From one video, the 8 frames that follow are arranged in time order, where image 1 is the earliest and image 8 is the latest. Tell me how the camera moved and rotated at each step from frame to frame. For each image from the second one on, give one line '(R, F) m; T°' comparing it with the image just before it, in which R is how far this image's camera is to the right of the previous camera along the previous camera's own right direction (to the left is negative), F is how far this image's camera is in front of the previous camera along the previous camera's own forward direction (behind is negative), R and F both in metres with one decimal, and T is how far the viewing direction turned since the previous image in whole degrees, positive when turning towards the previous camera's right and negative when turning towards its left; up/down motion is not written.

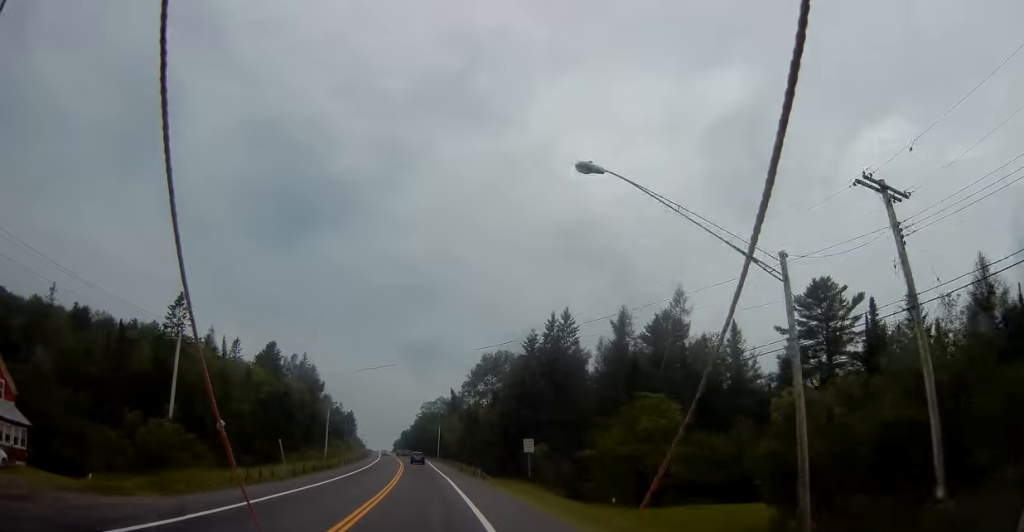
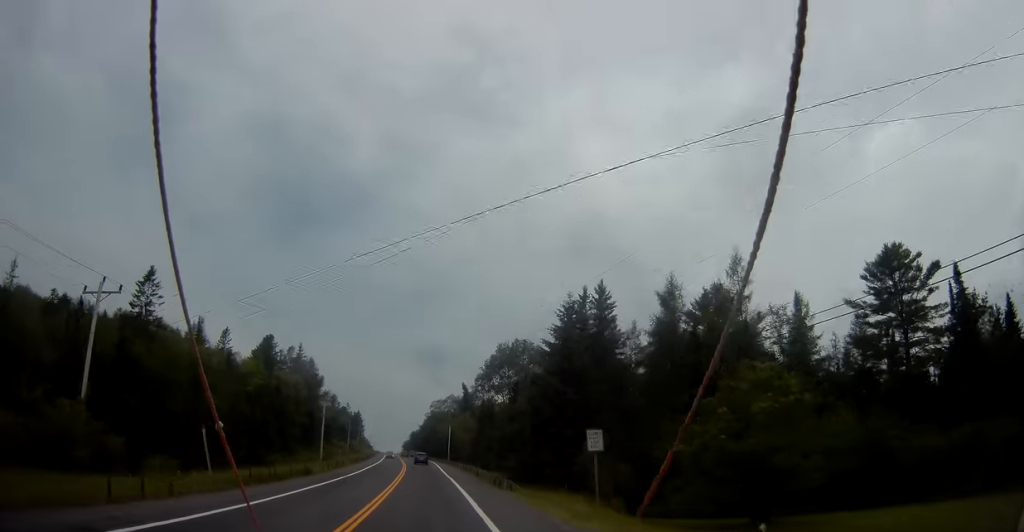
(-0.1, +13.1) m; -1°
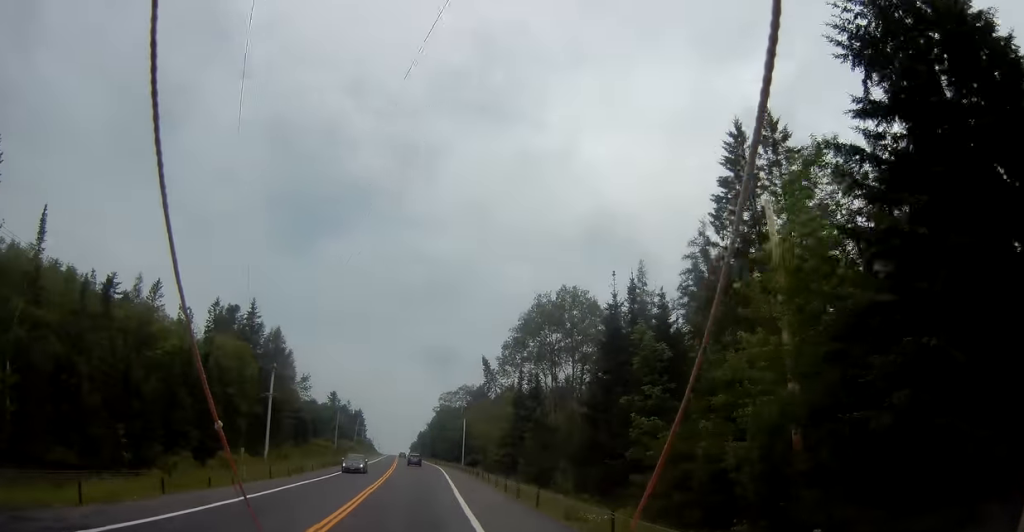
(-0.4, +36.6) m; -2°
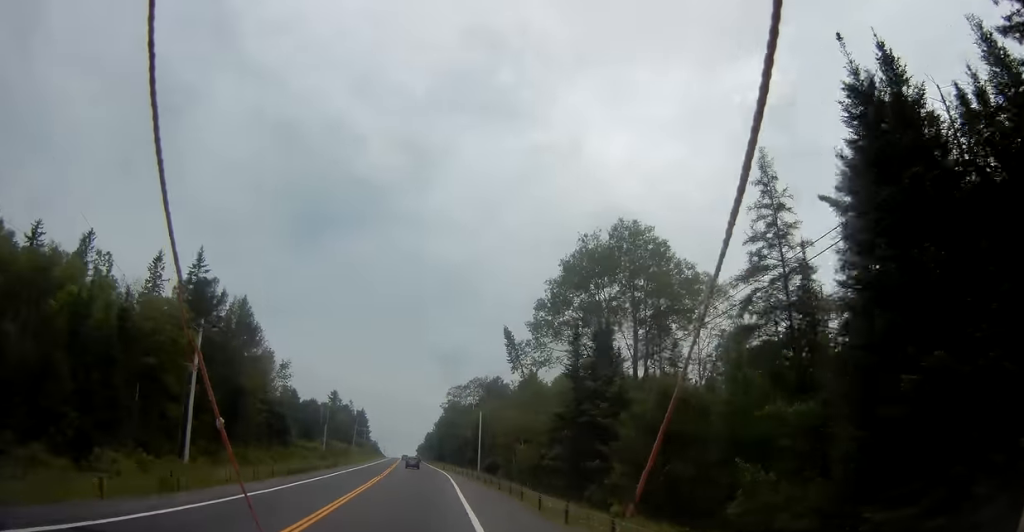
(-0.3, +22.6) m; -1°
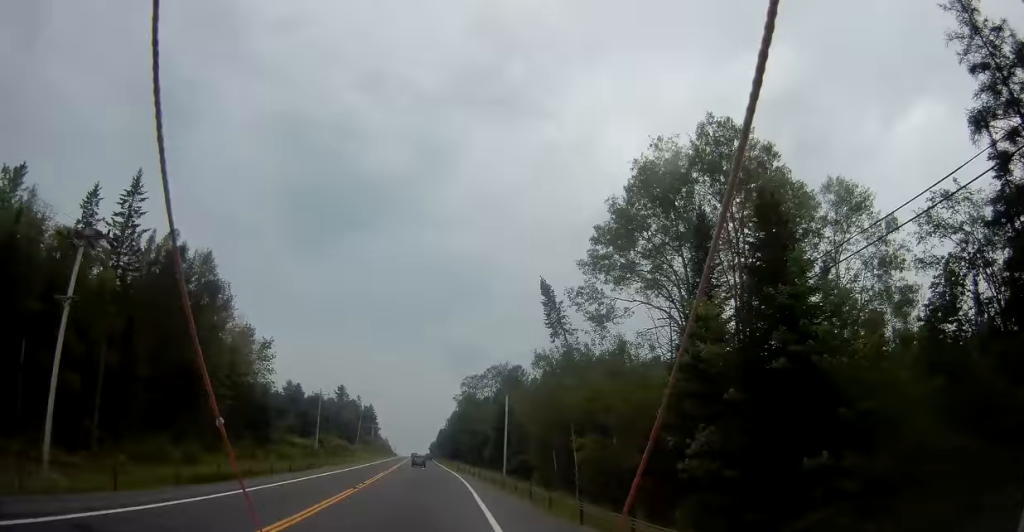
(-0.3, +18.3) m; -1°
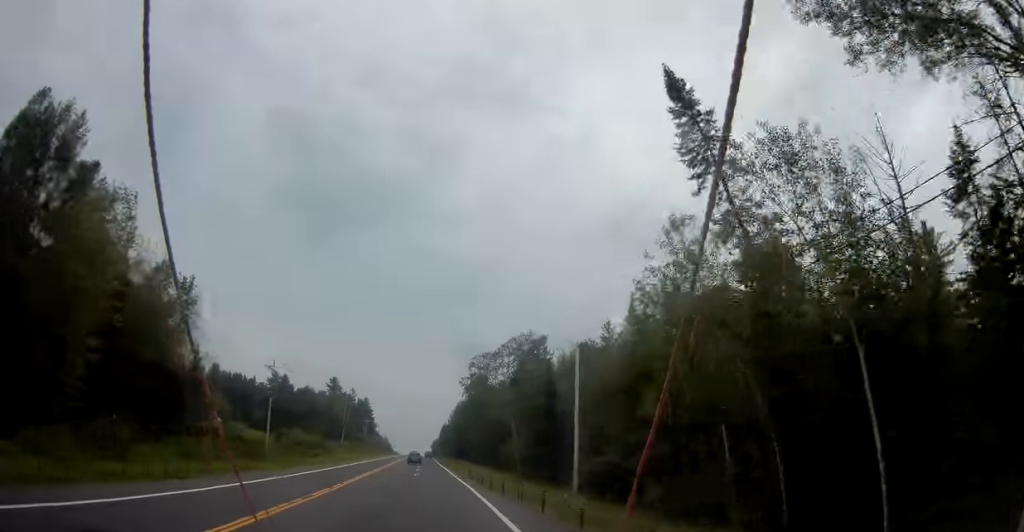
(0.0, +30.5) m; 0°
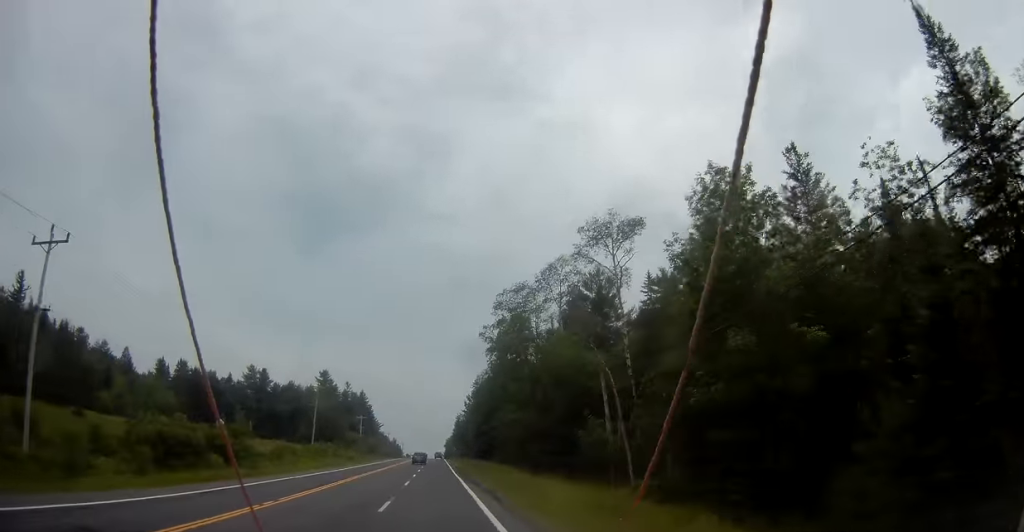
(-0.8, +46.0) m; -1°
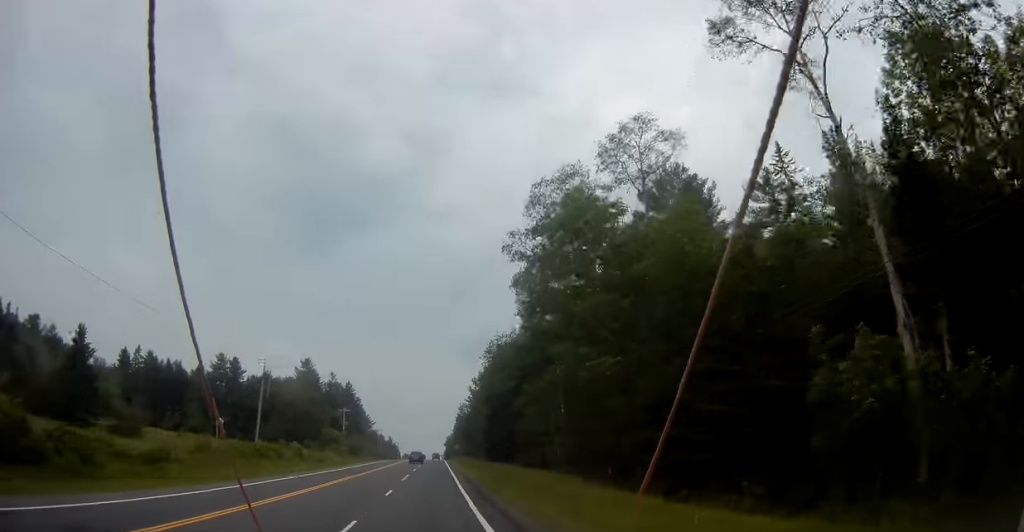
(+0.4, +31.2) m; 0°
